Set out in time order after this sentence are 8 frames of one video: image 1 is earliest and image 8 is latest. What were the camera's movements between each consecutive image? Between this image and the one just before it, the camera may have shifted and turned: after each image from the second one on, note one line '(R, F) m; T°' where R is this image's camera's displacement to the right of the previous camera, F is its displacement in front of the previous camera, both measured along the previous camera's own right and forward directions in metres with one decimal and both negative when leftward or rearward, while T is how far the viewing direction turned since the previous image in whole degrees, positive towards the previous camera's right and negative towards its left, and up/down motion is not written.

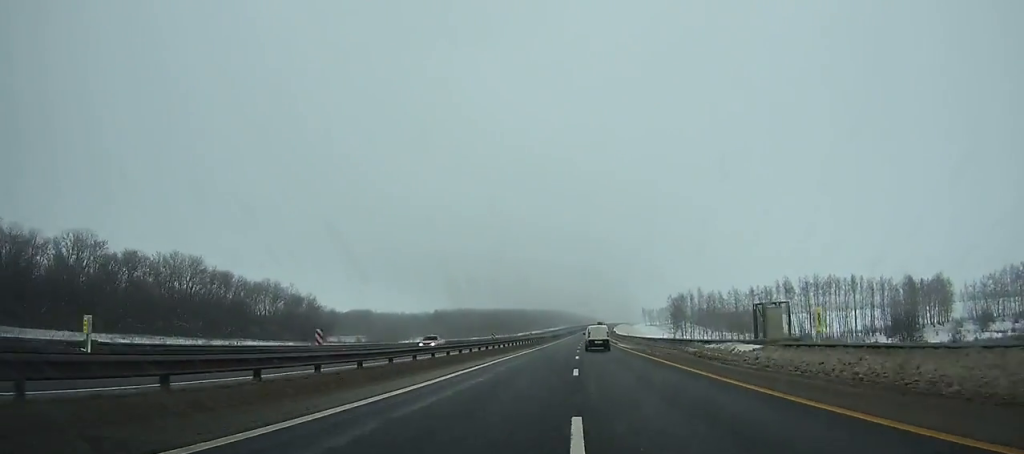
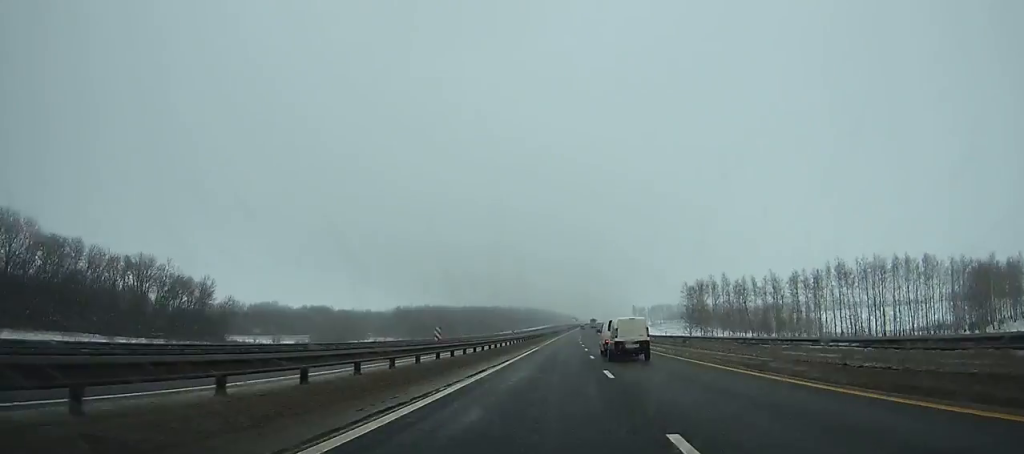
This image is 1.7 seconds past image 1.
(+0.6, +51.4) m; +1°
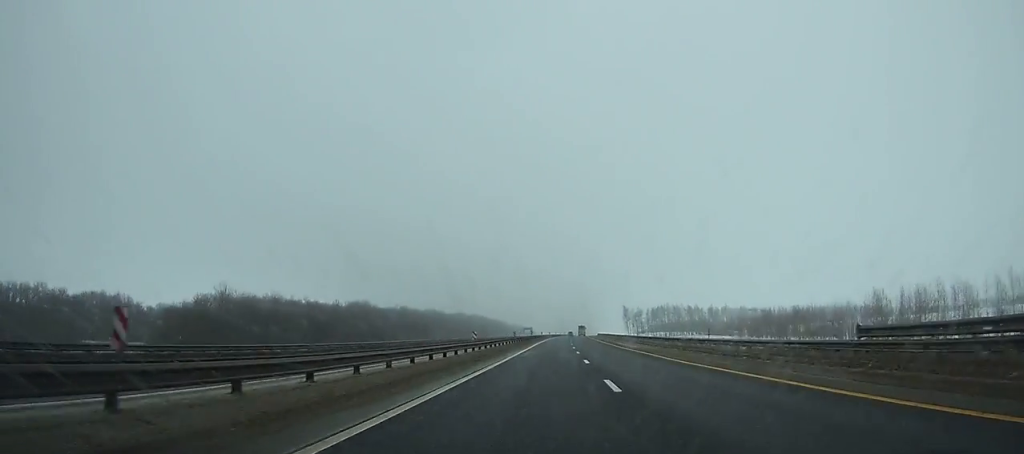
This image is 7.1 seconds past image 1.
(+6.1, +163.8) m; +4°
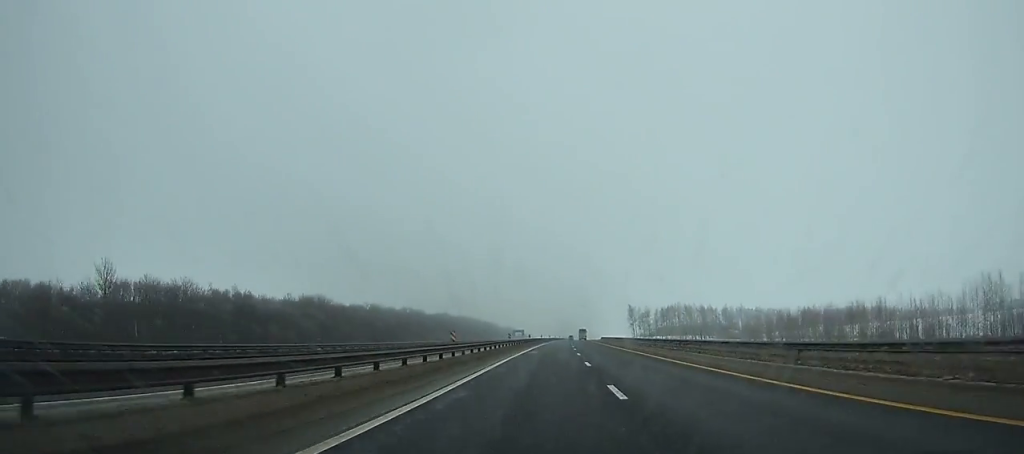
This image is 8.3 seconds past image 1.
(+0.1, +36.4) m; +1°
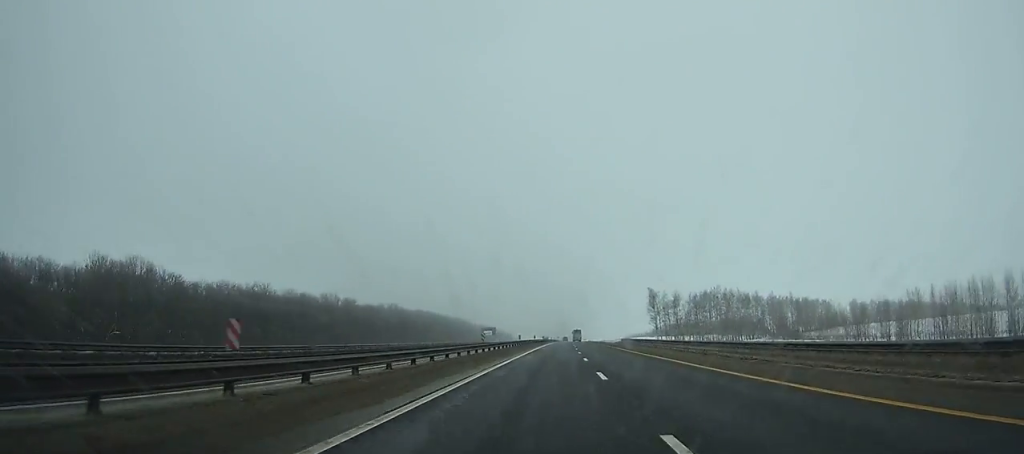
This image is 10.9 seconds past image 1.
(+0.9, +78.5) m; +1°
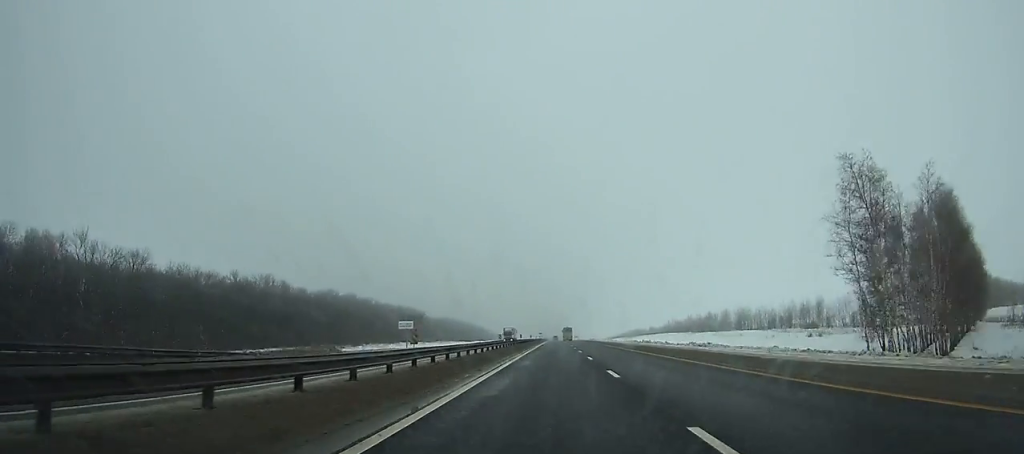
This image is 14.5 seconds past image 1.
(+1.2, +107.9) m; +1°
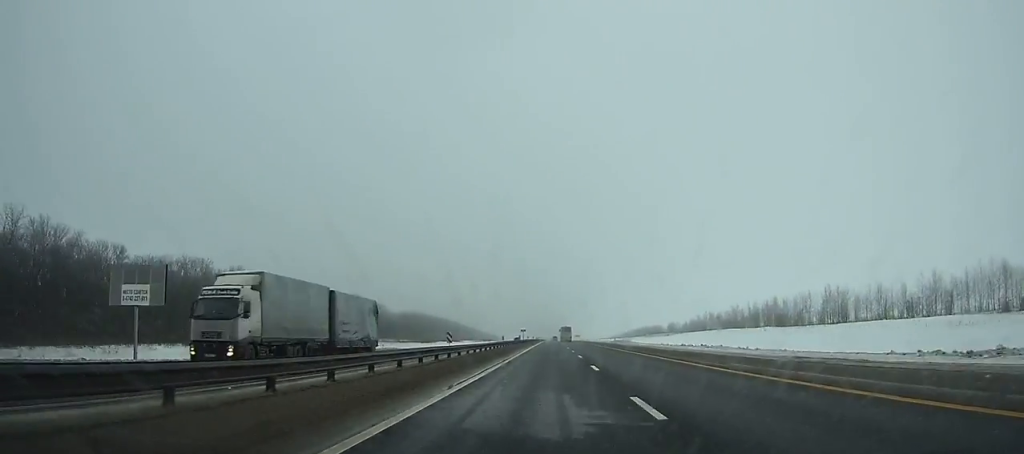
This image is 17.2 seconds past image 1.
(+0.2, +80.6) m; 0°
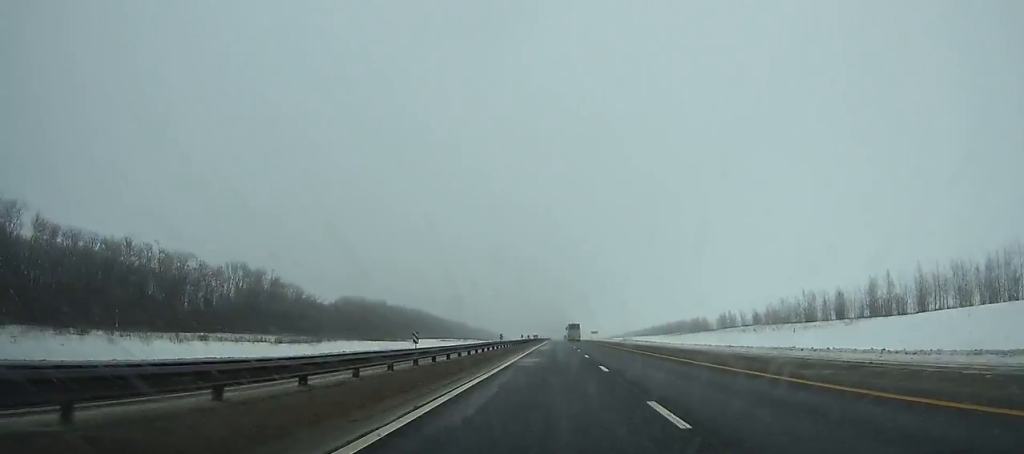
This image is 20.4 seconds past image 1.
(+0.1, +95.4) m; 0°
